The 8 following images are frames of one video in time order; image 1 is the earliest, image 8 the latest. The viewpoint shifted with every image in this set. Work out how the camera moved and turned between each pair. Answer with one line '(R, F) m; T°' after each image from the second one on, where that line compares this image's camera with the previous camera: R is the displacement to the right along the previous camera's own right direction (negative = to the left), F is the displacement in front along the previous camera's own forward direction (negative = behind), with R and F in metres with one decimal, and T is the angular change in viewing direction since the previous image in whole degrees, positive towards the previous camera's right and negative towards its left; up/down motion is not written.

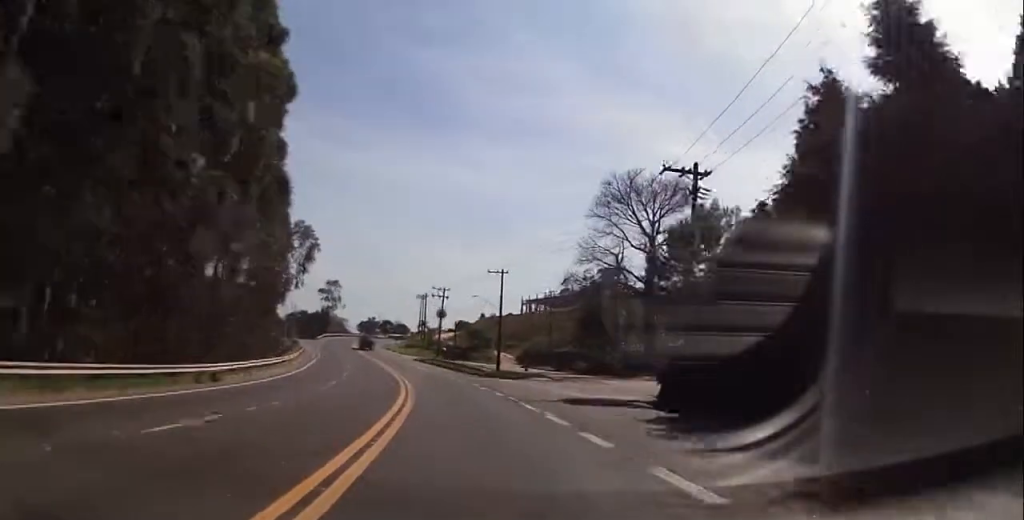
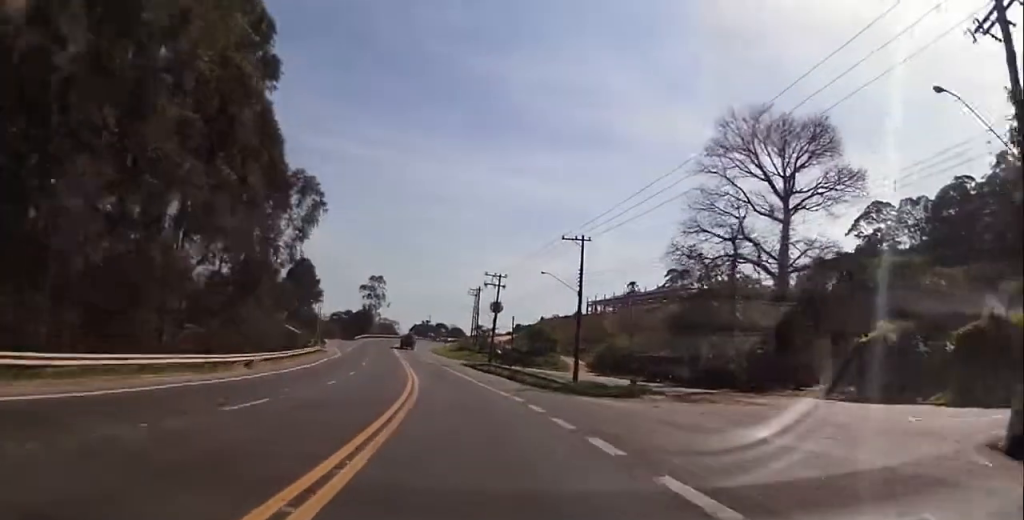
(-1.5, +22.0) m; -6°
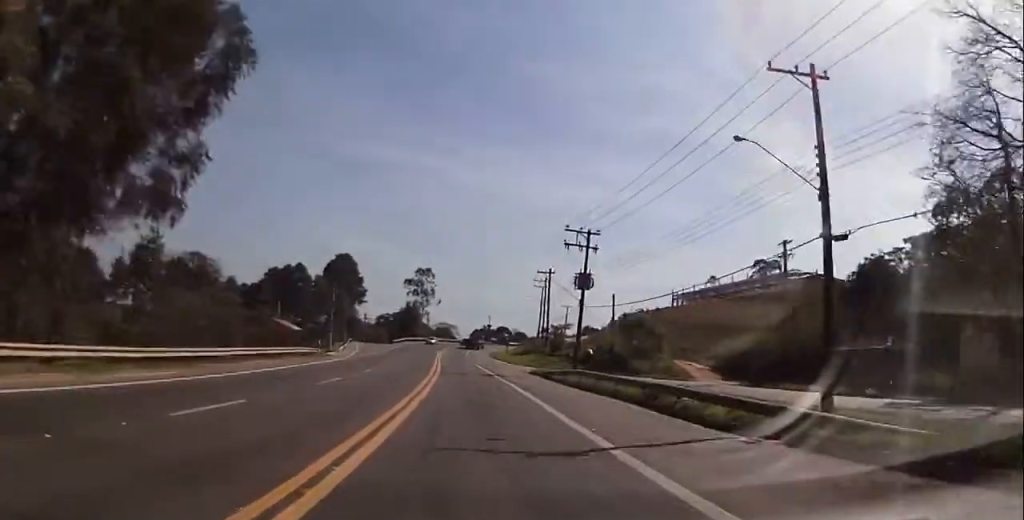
(-1.3, +27.9) m; -5°
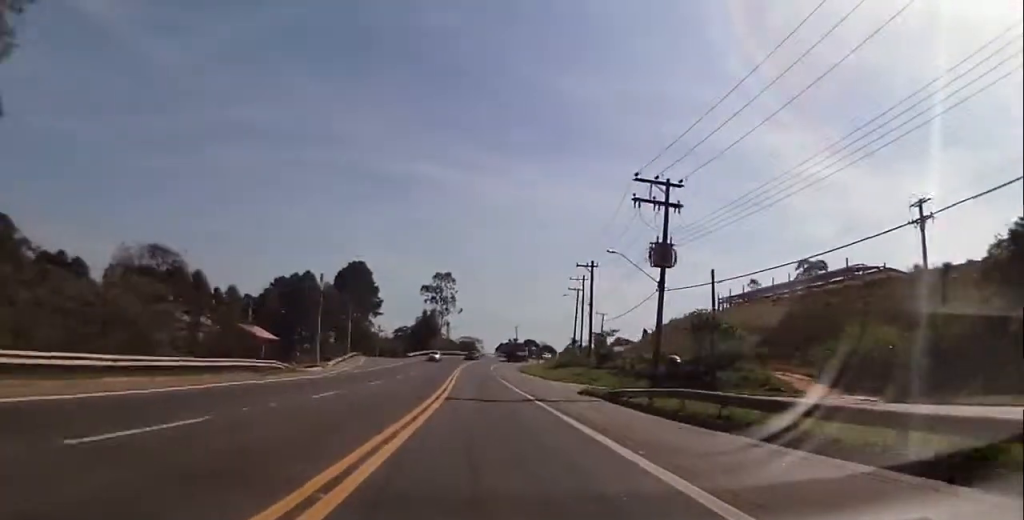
(-0.3, +14.9) m; -2°
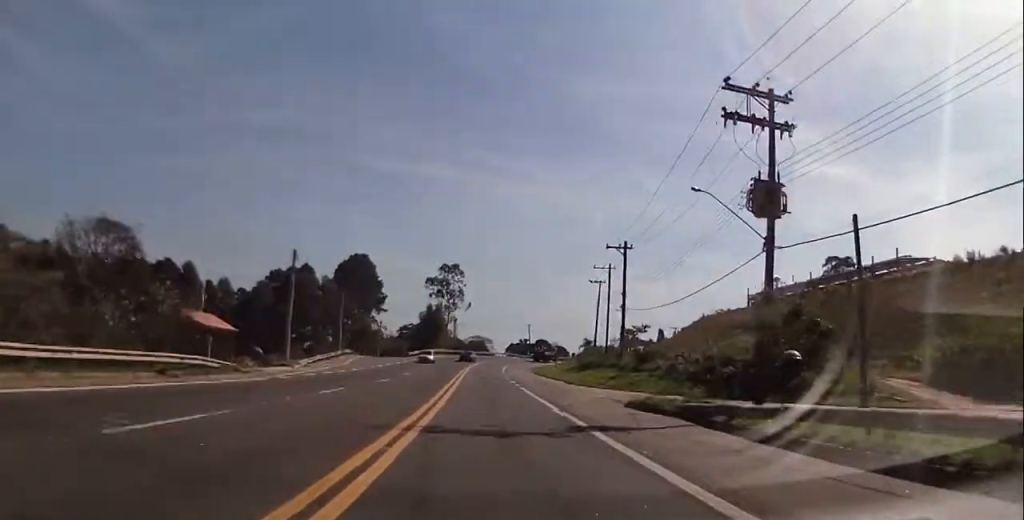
(-0.2, +10.2) m; -1°
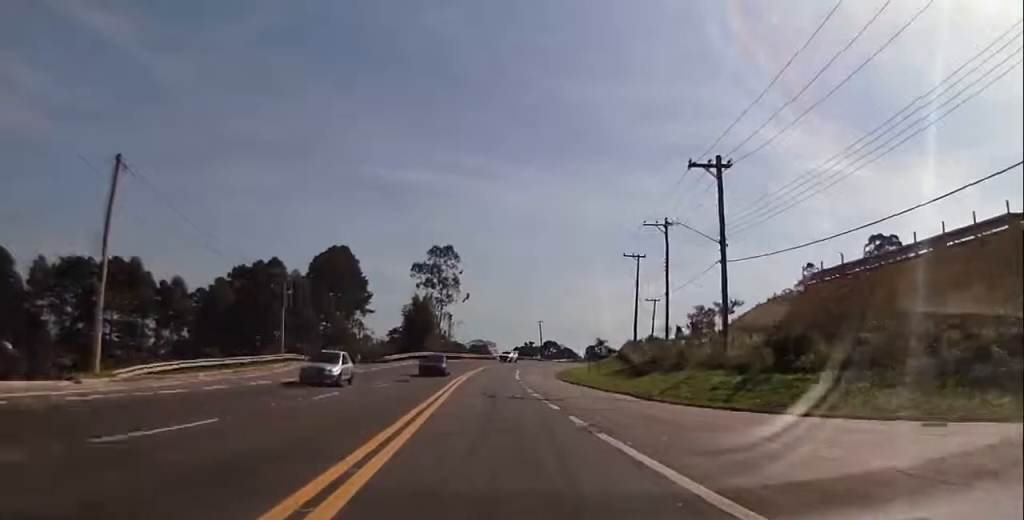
(-0.4, +21.4) m; -1°
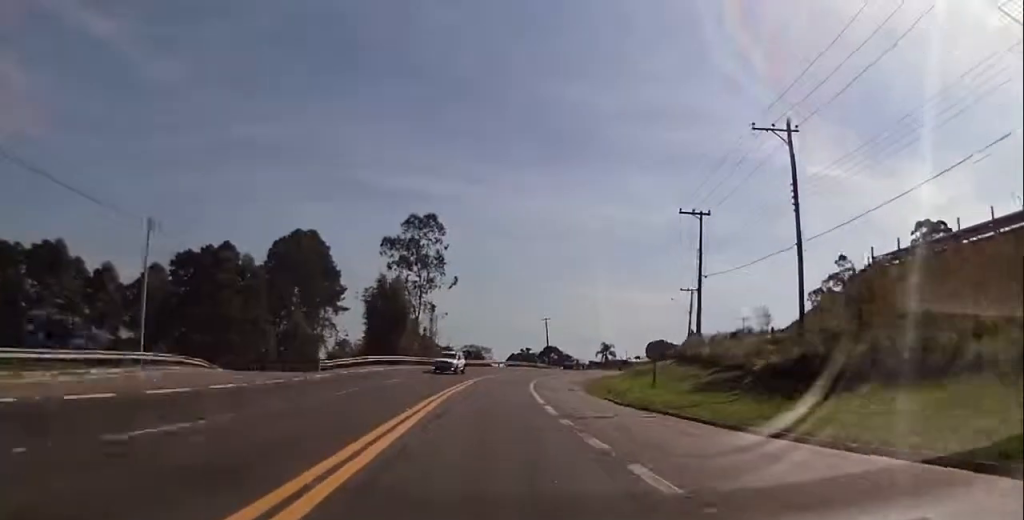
(-0.2, +22.4) m; 0°
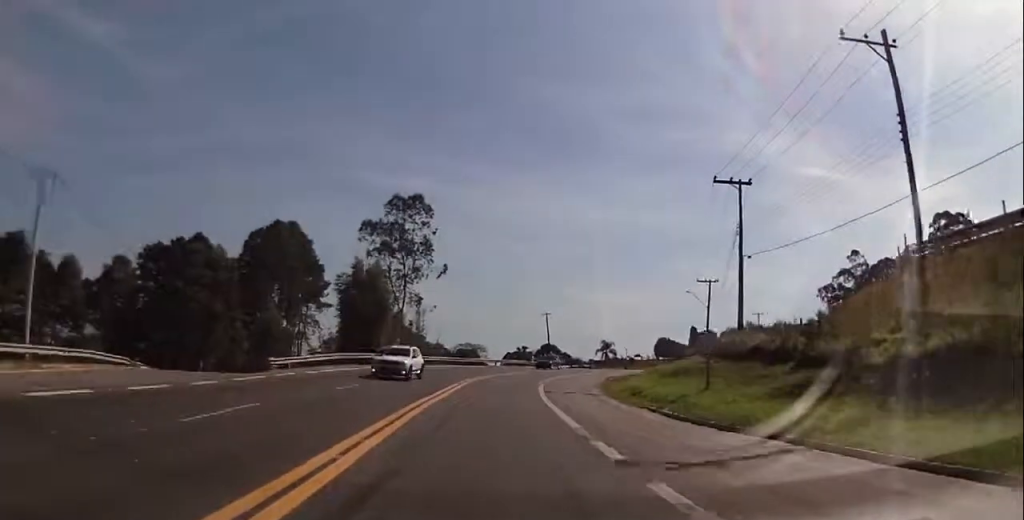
(0.0, +9.0) m; 0°
